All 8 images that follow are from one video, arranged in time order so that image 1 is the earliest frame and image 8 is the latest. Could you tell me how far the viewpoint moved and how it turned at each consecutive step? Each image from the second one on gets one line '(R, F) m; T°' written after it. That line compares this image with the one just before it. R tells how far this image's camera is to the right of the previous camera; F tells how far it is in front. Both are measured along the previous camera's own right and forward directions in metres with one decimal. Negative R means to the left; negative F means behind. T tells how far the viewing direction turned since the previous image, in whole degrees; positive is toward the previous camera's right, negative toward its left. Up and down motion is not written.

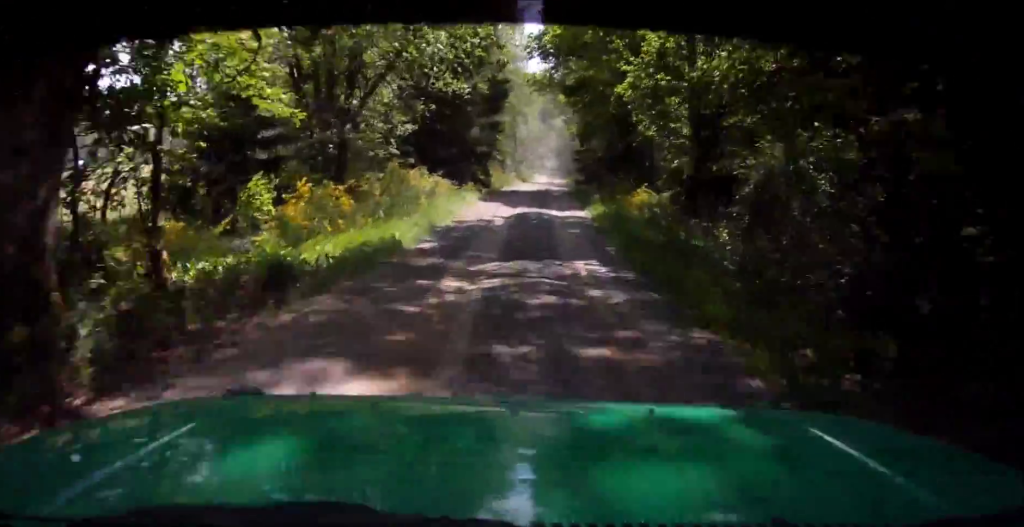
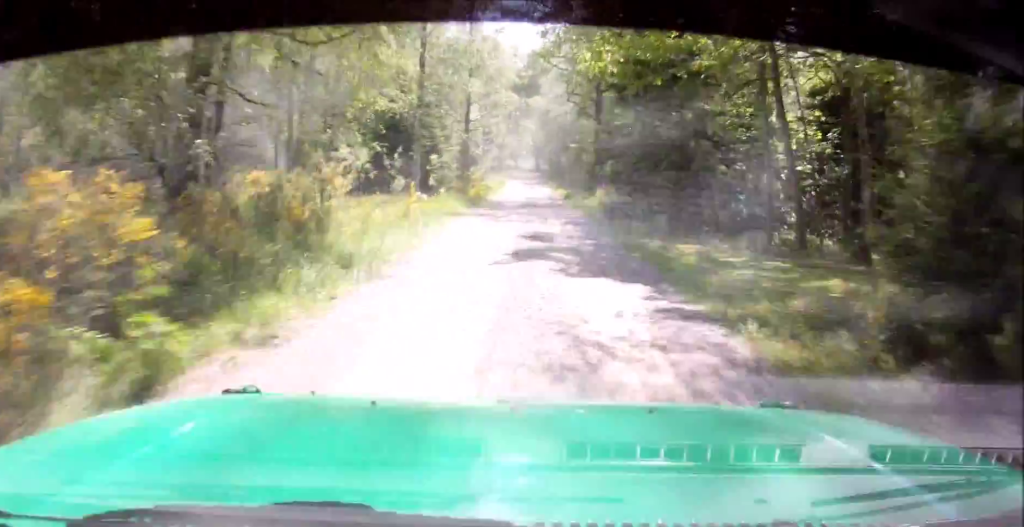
(+0.4, +42.8) m; +1°
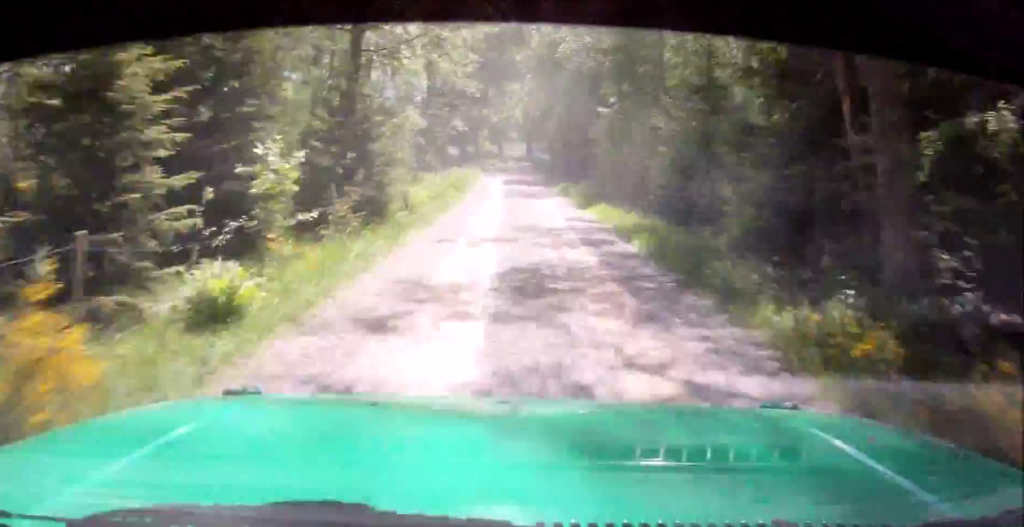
(+0.3, +30.2) m; +1°
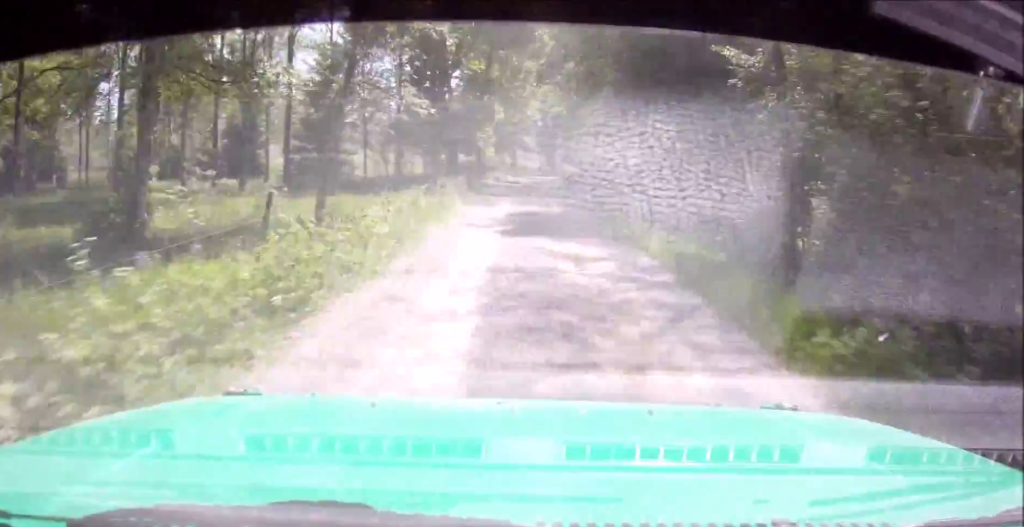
(0.0, +19.0) m; +1°
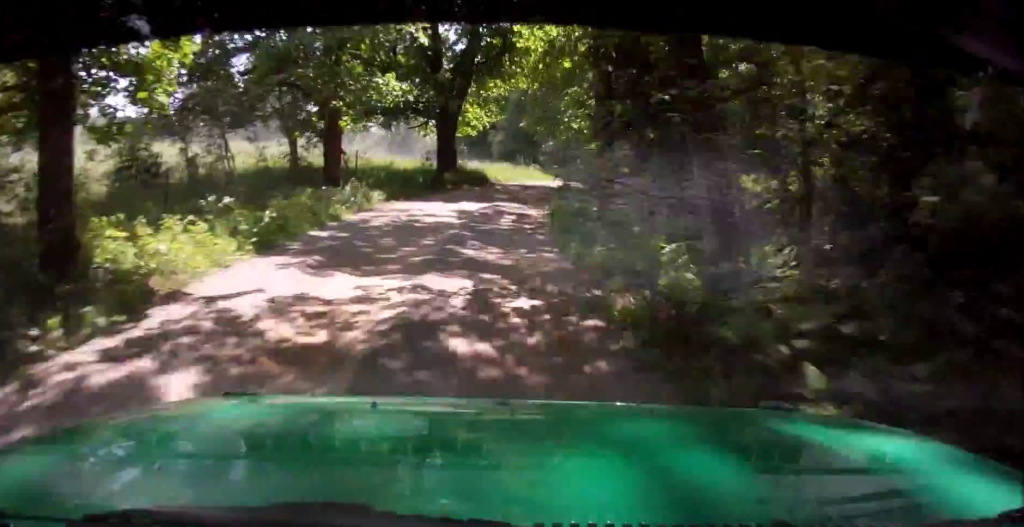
(+1.8, +42.0) m; +11°
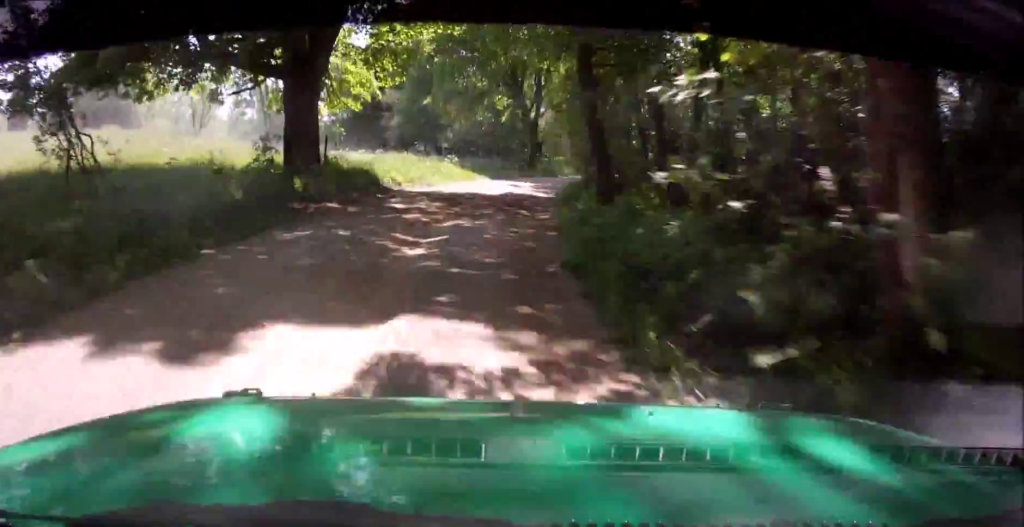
(+1.6, +16.3) m; +8°
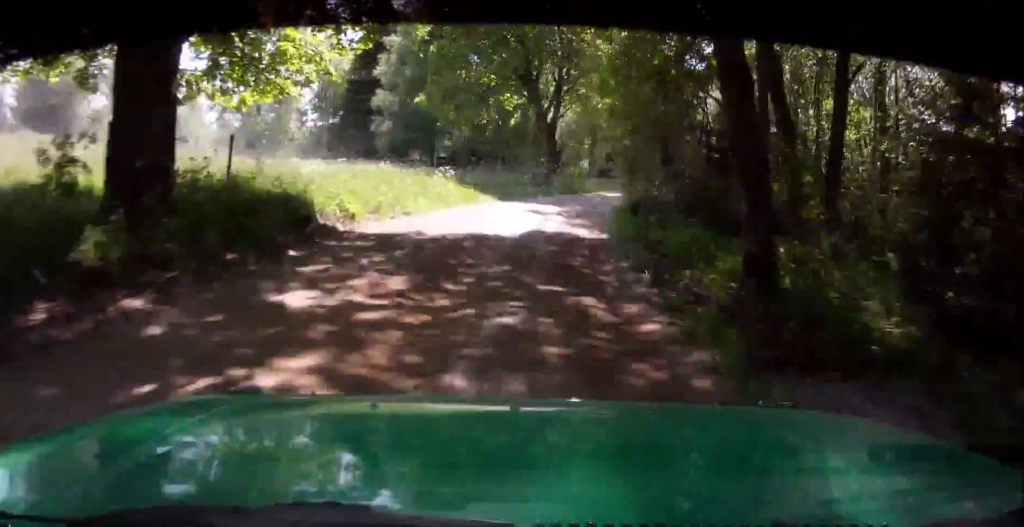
(-0.2, +9.8) m; +5°
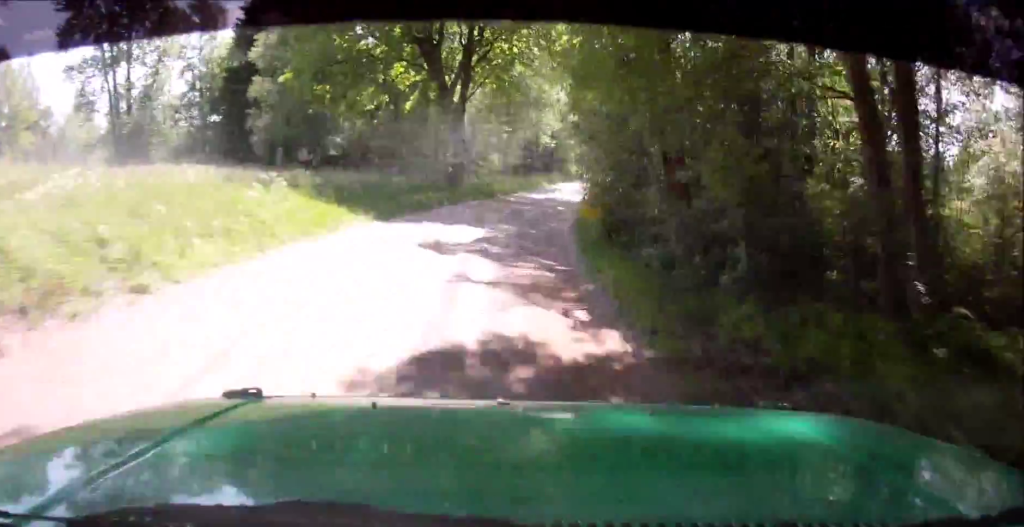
(+1.1, +10.7) m; +2°
